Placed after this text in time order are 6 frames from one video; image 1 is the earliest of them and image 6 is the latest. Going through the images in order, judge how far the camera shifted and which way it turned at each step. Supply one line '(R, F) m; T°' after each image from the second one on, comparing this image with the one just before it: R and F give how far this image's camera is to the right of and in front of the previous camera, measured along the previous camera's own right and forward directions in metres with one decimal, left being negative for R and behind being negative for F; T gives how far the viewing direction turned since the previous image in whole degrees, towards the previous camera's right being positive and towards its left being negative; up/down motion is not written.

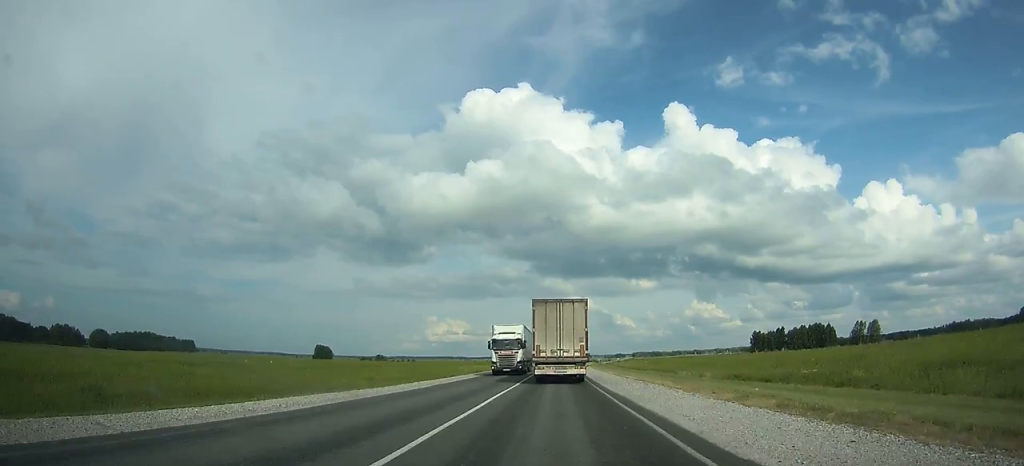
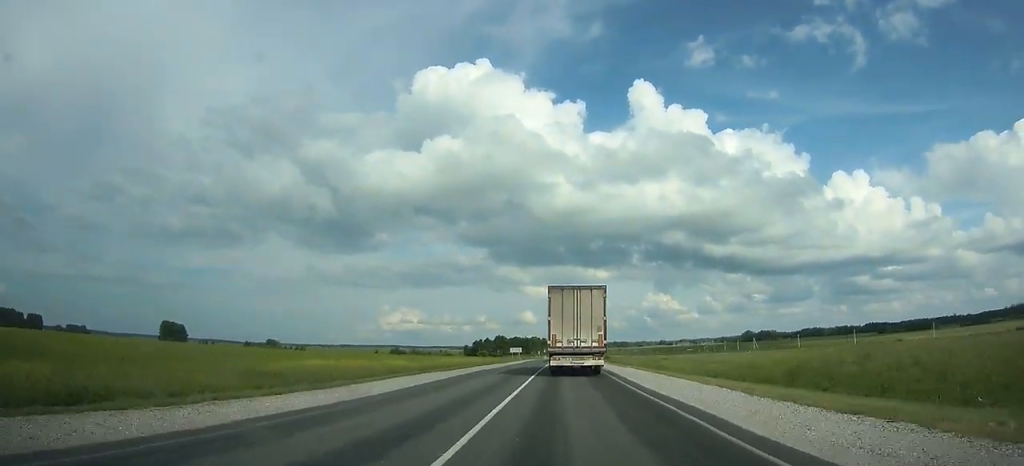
(+10.6, +264.9) m; +5°
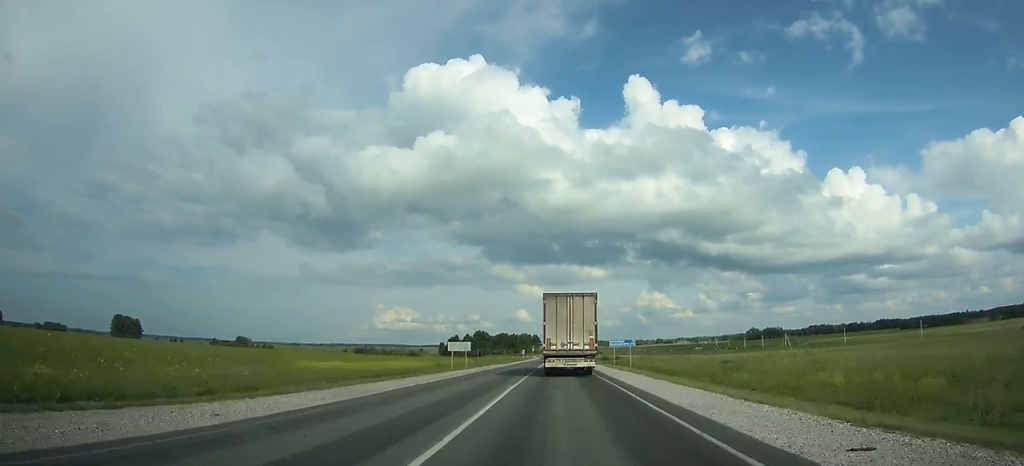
(+0.4, +65.5) m; 0°
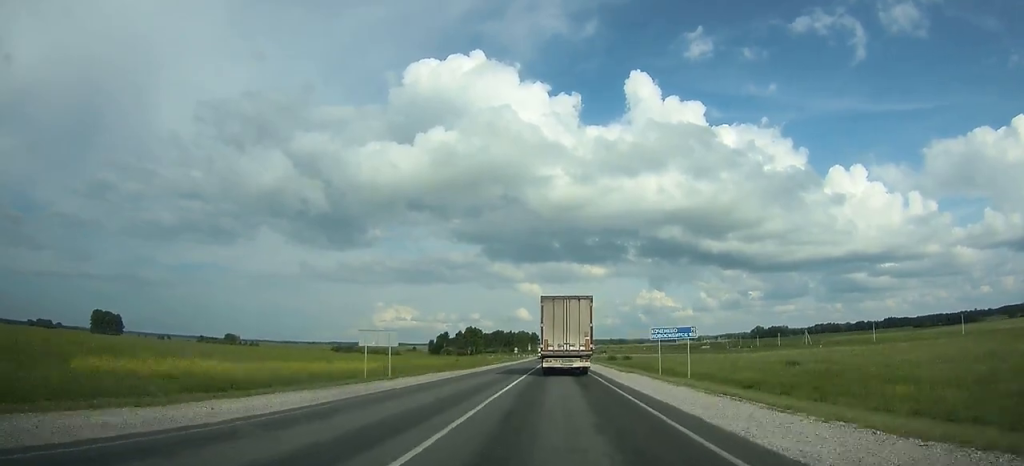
(0.0, +28.5) m; 0°
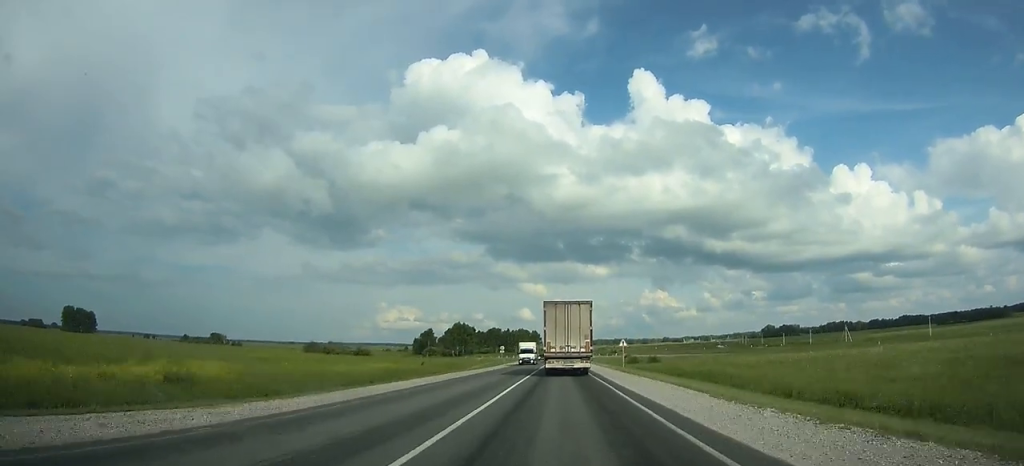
(-0.2, +39.3) m; 0°
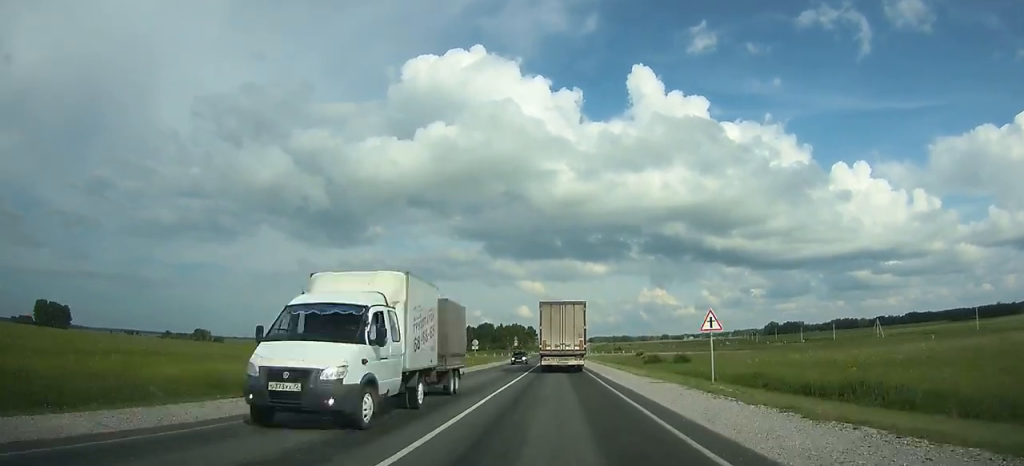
(-0.2, +29.3) m; 0°
